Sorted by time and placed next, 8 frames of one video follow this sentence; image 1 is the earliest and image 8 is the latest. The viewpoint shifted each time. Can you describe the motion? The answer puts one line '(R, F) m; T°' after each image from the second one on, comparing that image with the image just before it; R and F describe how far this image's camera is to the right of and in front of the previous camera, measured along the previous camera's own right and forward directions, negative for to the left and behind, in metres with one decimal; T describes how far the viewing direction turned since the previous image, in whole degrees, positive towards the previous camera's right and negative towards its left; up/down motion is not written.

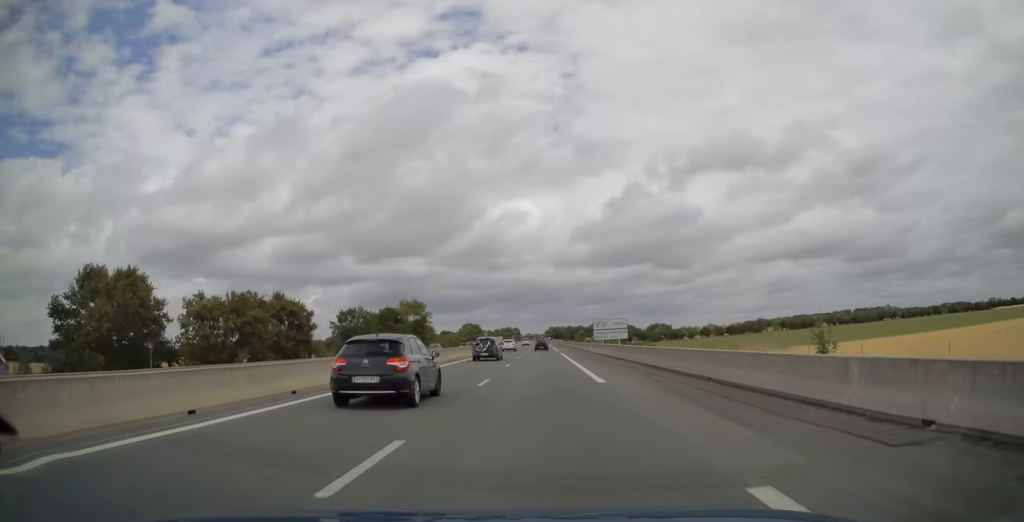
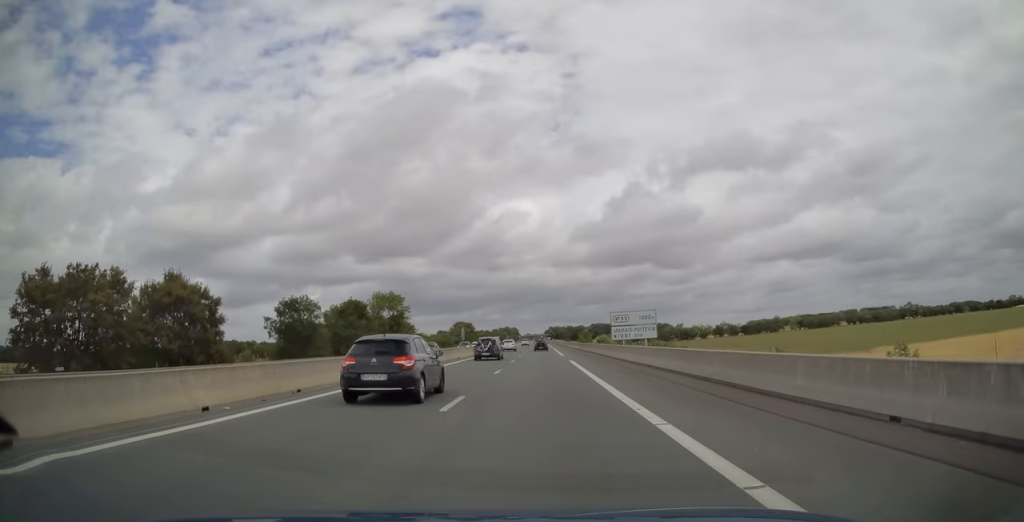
(+0.1, +19.4) m; 0°
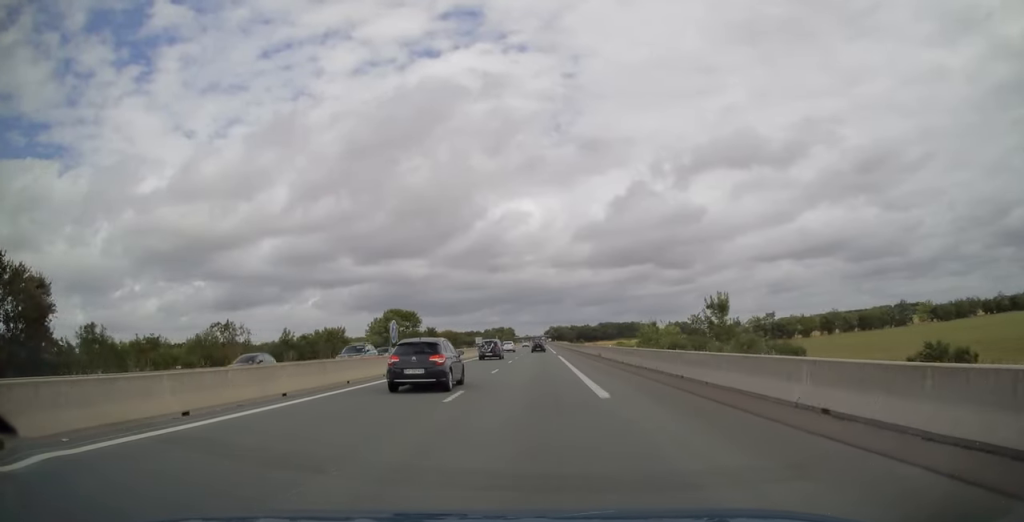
(+0.2, +88.7) m; 0°
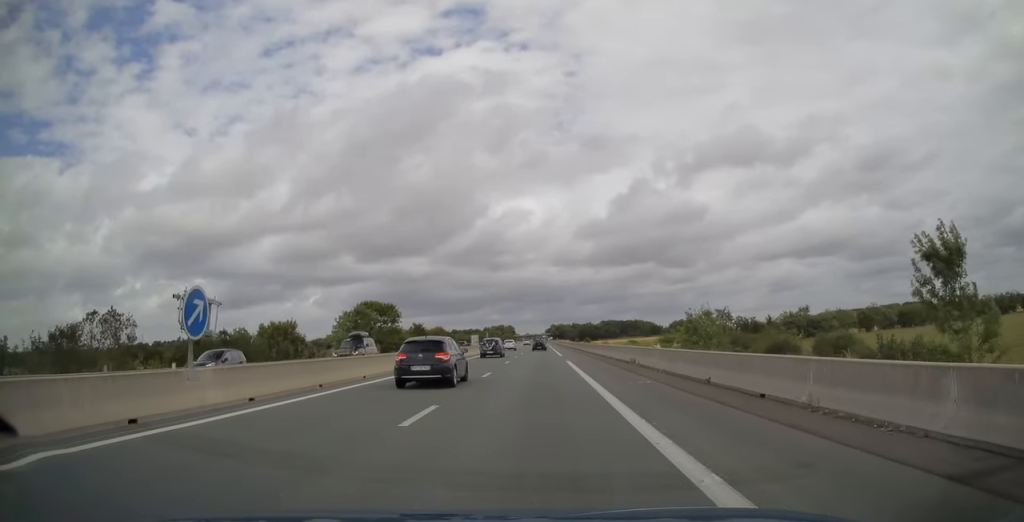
(0.0, +17.2) m; 0°
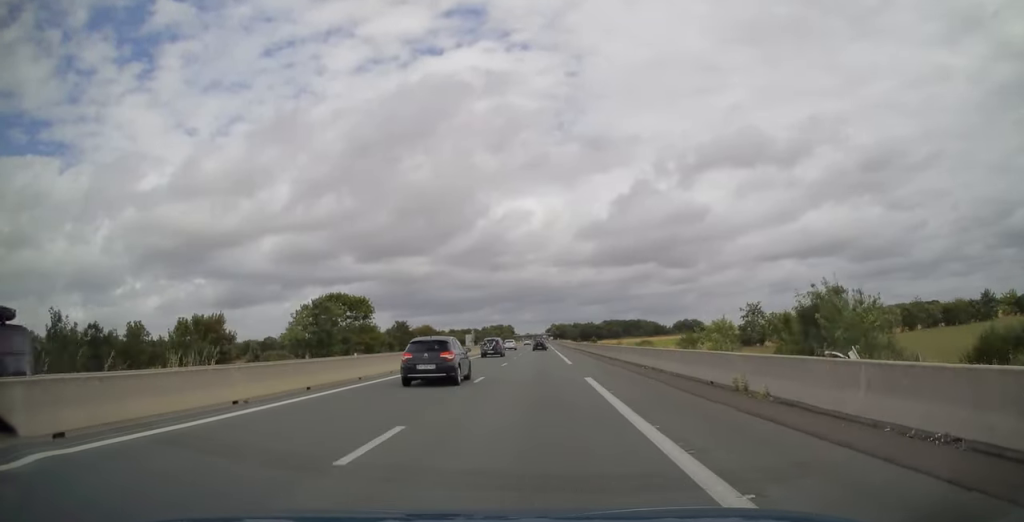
(-0.1, +16.1) m; 0°
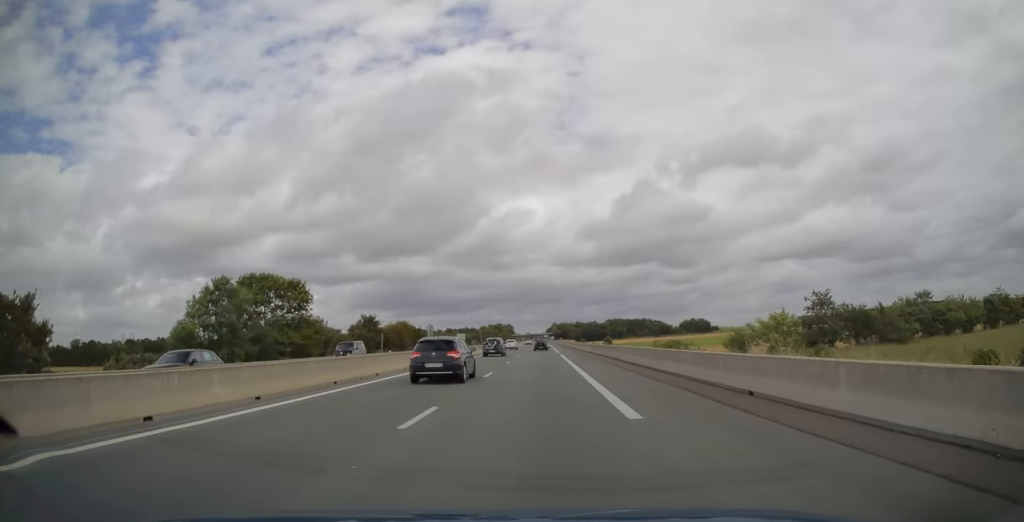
(-0.2, +23.1) m; 0°
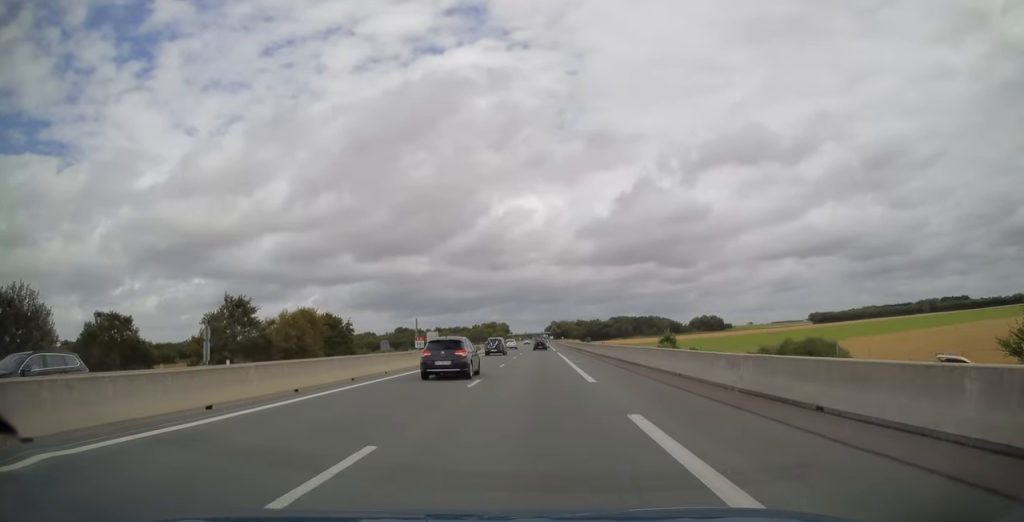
(+0.2, +43.5) m; 0°
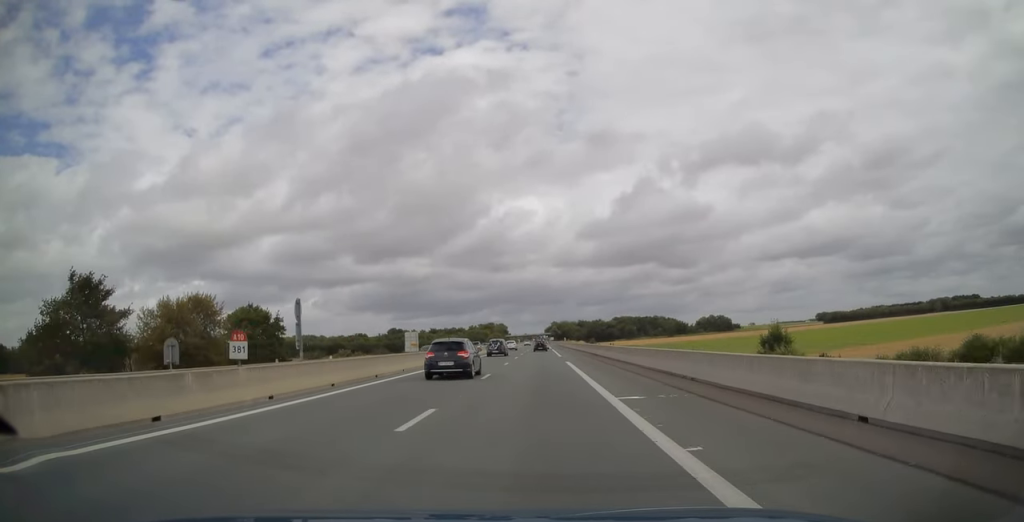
(-0.1, +21.5) m; 0°
